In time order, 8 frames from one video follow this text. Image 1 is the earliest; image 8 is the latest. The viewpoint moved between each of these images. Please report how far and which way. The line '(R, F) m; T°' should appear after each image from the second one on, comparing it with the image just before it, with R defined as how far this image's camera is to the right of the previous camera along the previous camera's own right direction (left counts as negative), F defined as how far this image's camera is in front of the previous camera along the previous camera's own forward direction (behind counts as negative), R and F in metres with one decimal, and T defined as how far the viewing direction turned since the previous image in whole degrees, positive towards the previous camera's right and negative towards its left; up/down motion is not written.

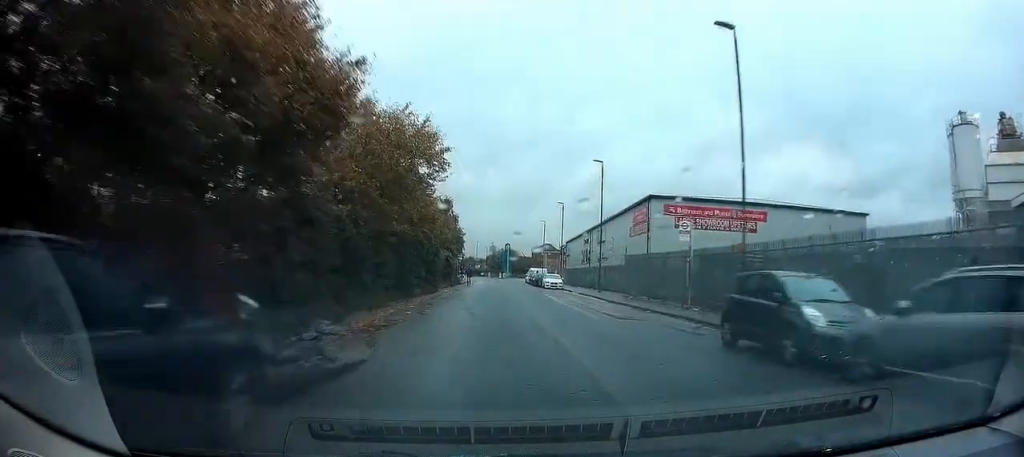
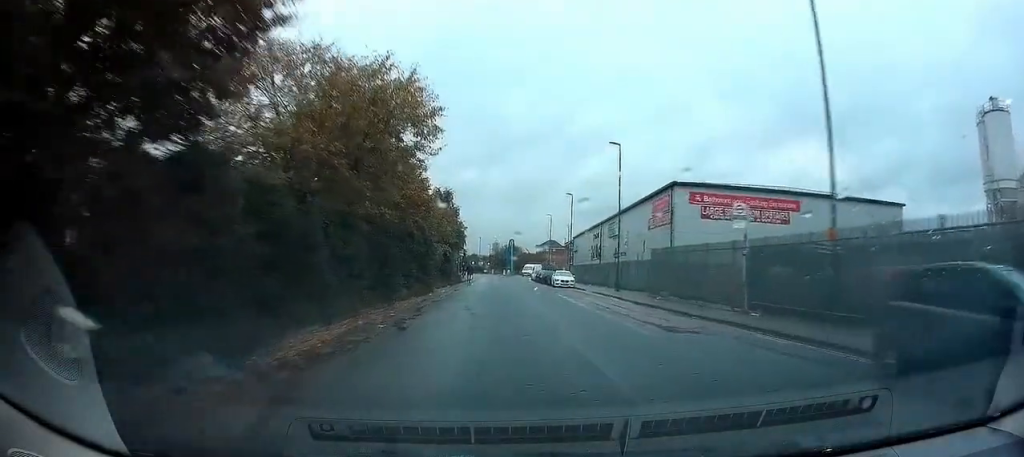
(+0.2, +5.1) m; -1°
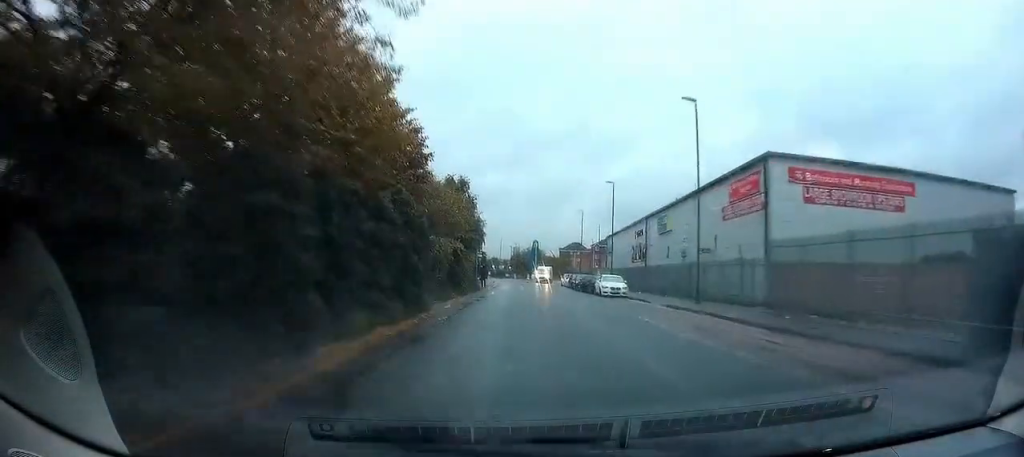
(-0.4, +11.4) m; -5°
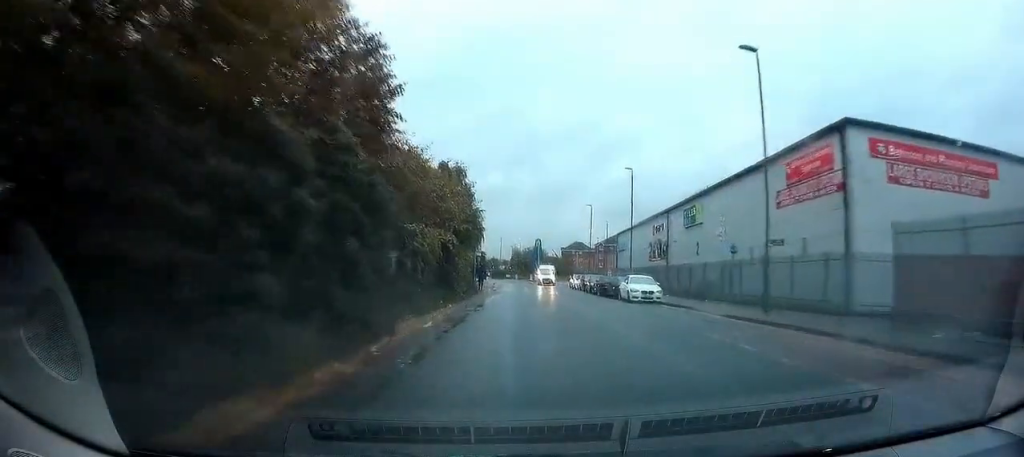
(-0.1, +7.1) m; +1°
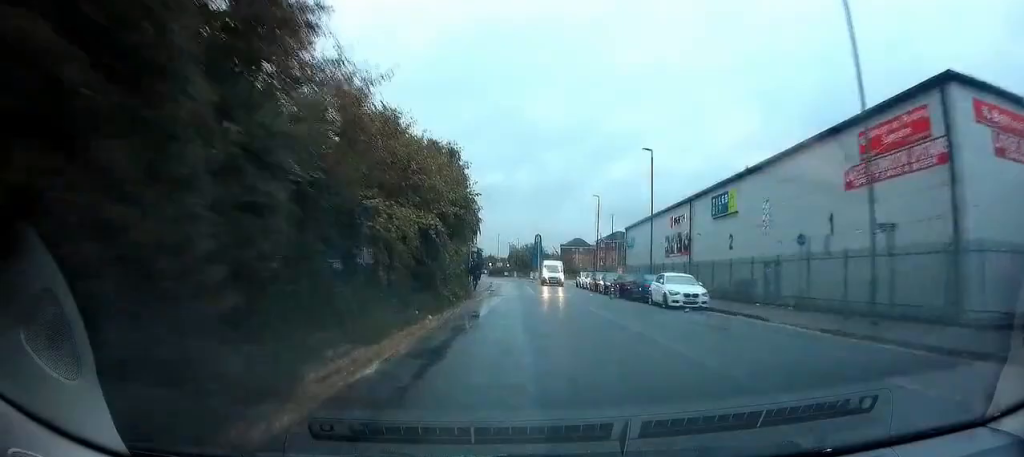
(+0.1, +6.4) m; +2°
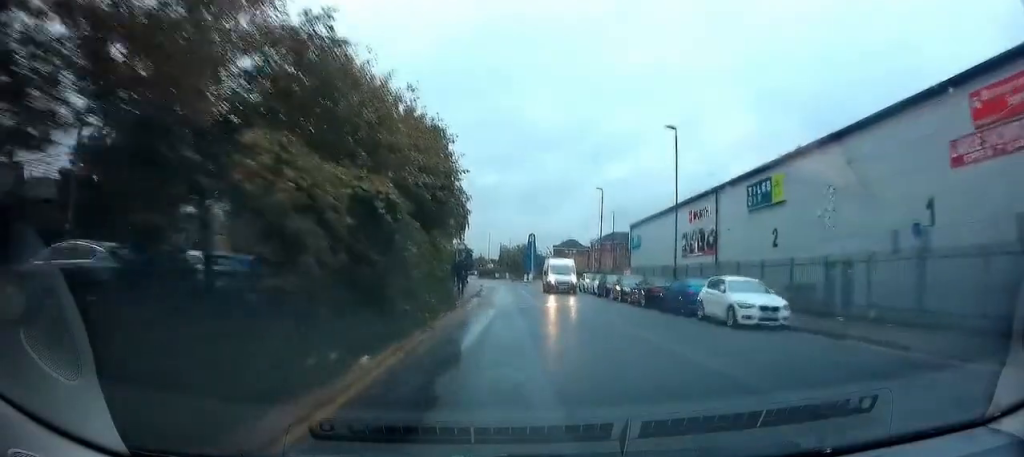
(+0.2, +7.2) m; +2°
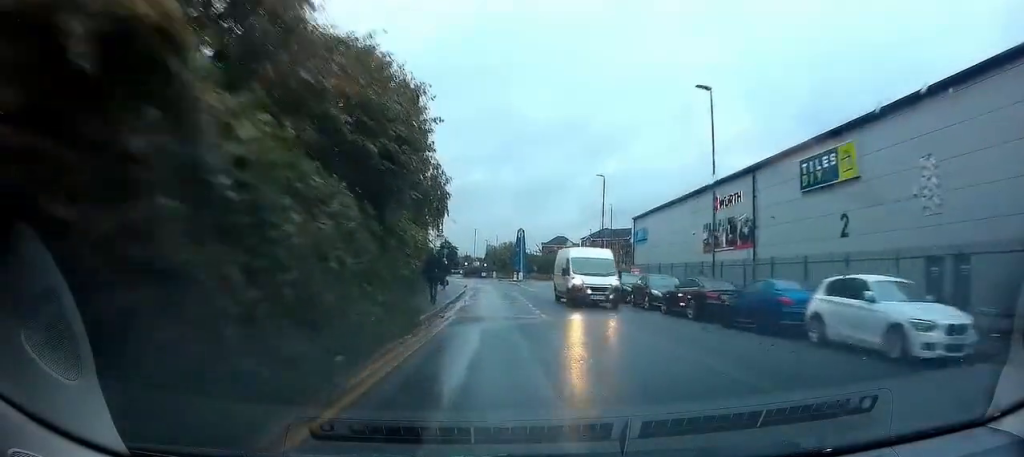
(+0.1, +7.8) m; +1°
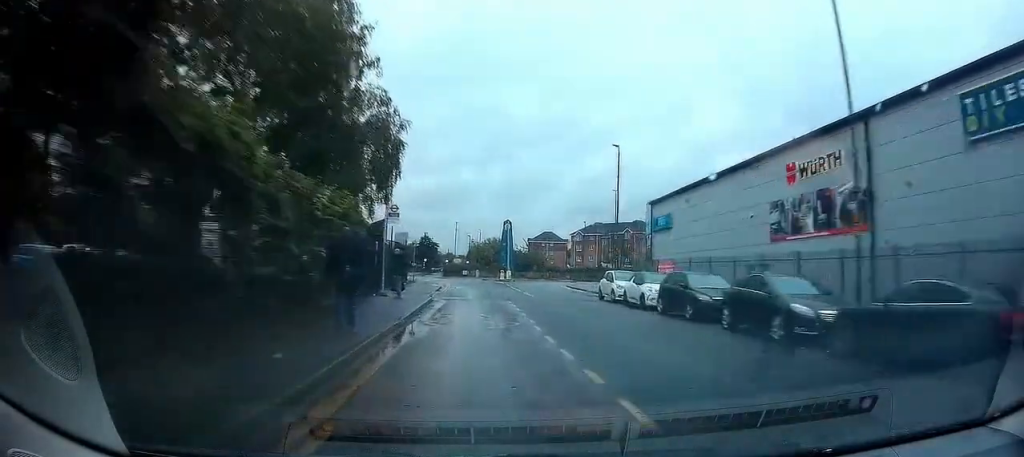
(-0.2, +12.0) m; -2°
